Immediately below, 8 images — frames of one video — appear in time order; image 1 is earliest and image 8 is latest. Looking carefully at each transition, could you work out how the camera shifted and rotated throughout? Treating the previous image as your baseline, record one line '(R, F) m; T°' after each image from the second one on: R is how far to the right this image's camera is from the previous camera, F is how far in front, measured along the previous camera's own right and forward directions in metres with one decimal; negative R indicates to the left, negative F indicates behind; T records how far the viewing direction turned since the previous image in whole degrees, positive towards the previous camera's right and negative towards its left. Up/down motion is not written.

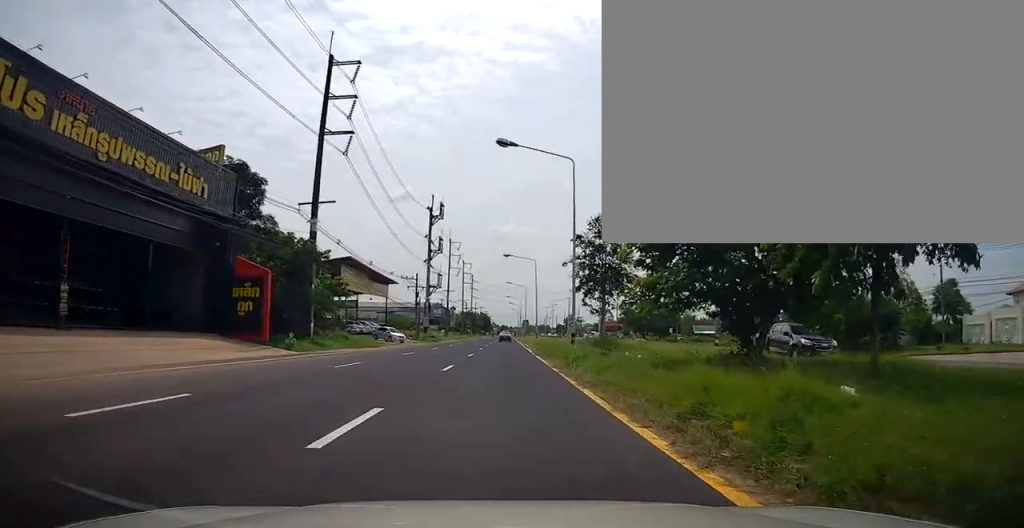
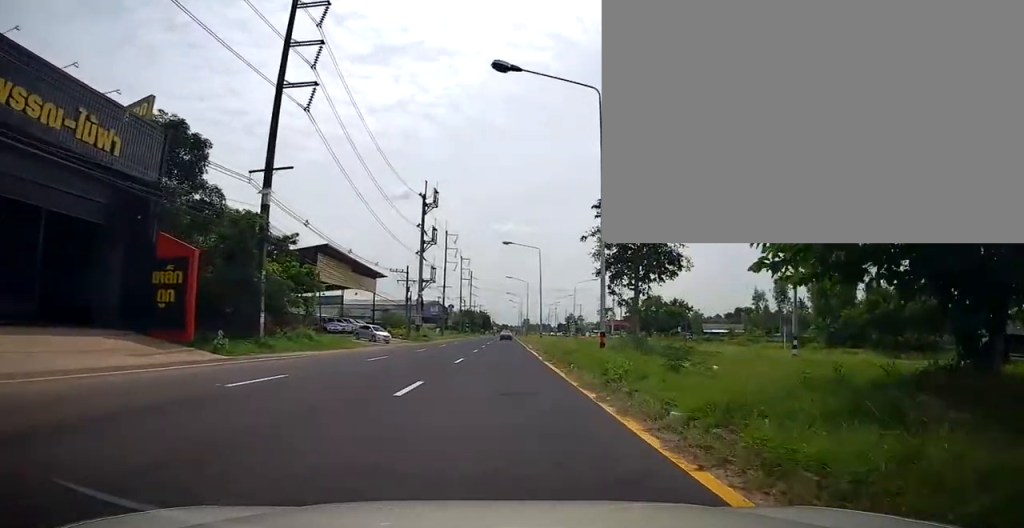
(0.0, +7.5) m; 0°
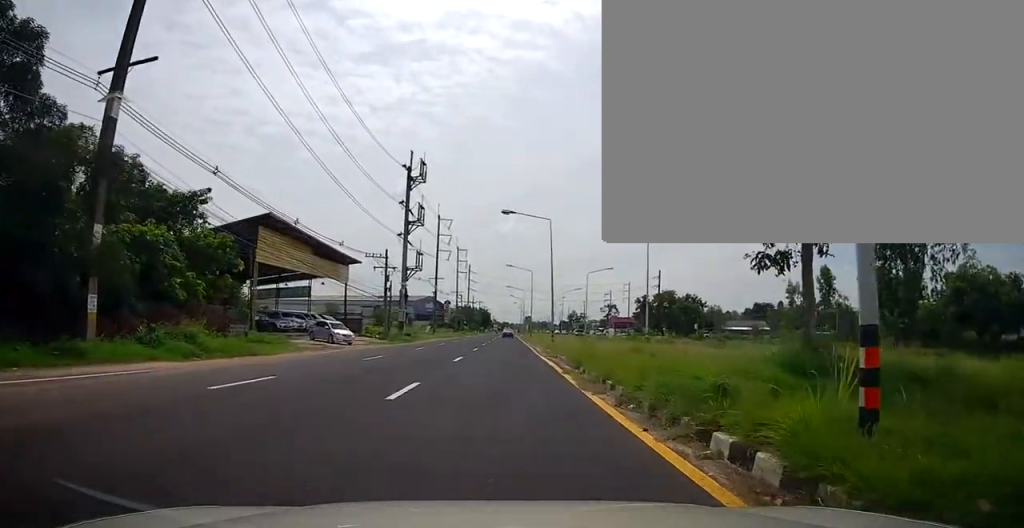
(-0.1, +12.6) m; 0°
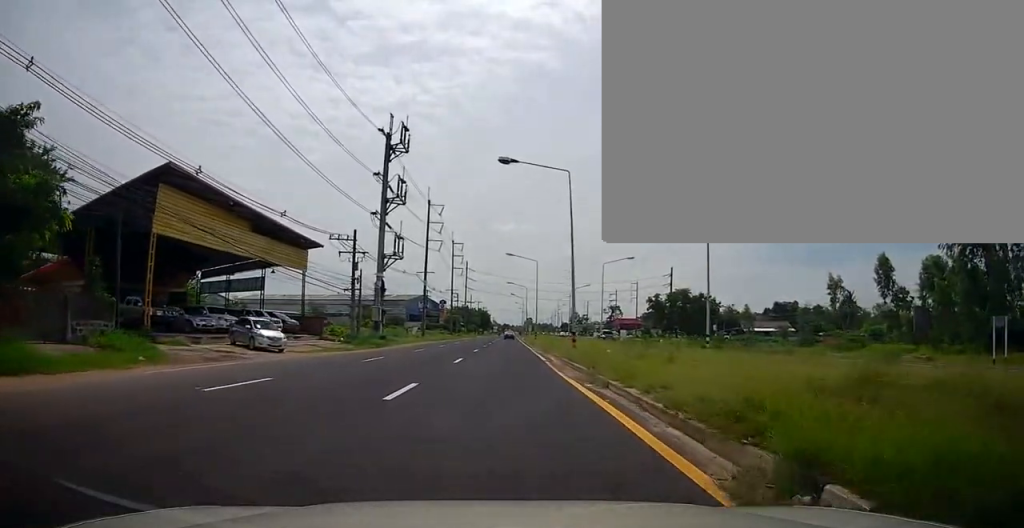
(+0.1, +12.2) m; 0°
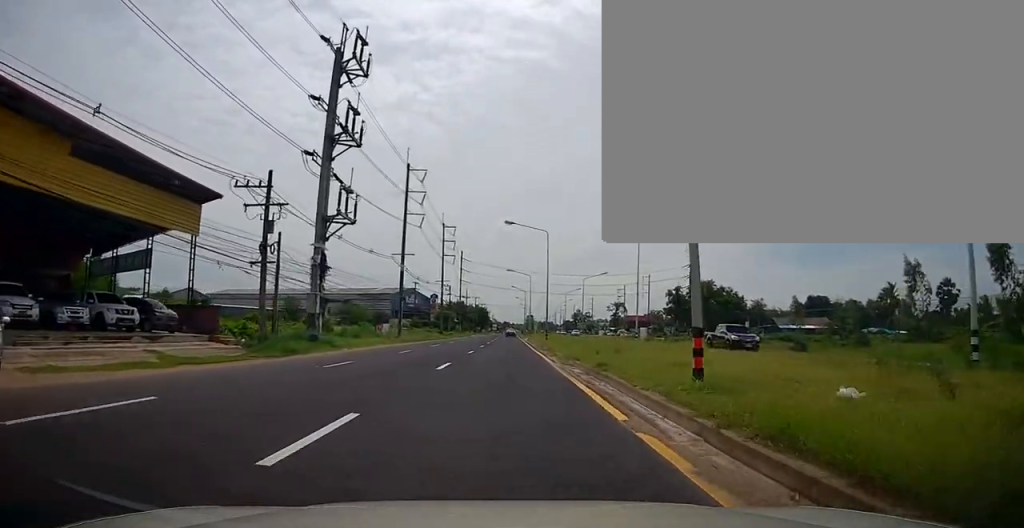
(0.0, +17.0) m; 0°
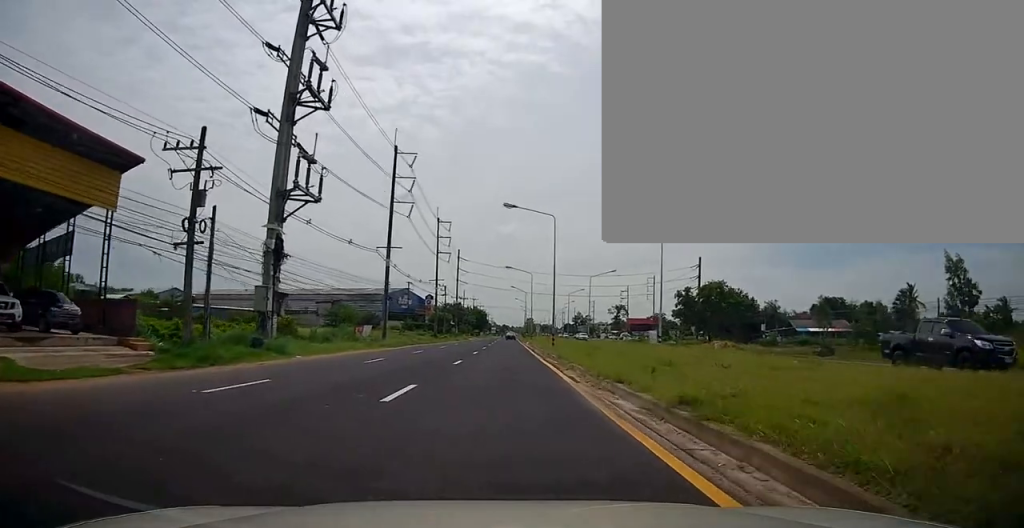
(0.0, +7.2) m; 0°
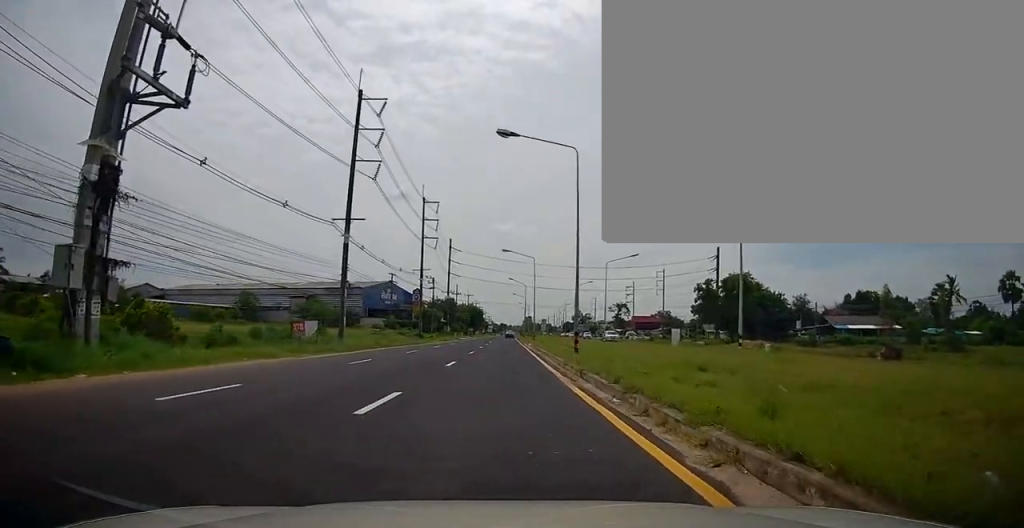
(0.0, +13.8) m; 0°
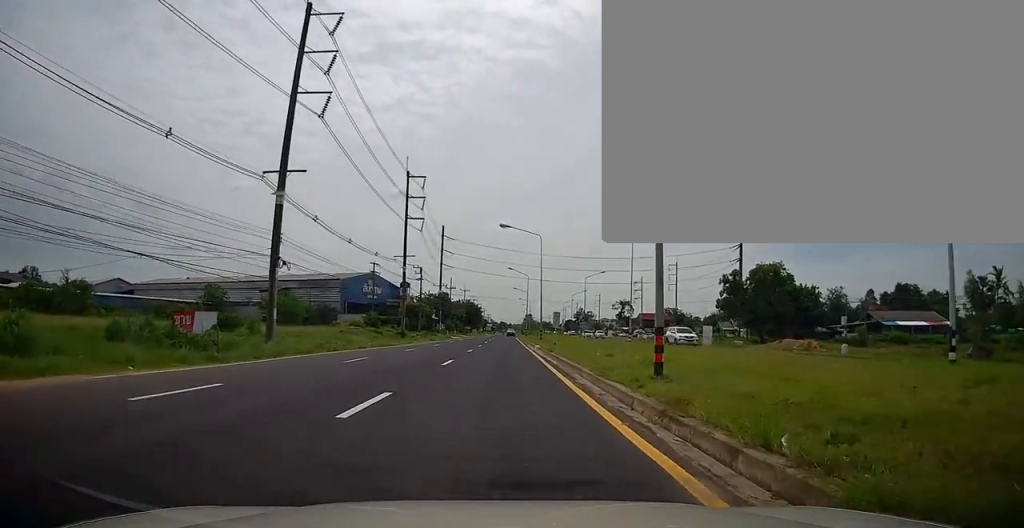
(0.0, +12.8) m; 0°
